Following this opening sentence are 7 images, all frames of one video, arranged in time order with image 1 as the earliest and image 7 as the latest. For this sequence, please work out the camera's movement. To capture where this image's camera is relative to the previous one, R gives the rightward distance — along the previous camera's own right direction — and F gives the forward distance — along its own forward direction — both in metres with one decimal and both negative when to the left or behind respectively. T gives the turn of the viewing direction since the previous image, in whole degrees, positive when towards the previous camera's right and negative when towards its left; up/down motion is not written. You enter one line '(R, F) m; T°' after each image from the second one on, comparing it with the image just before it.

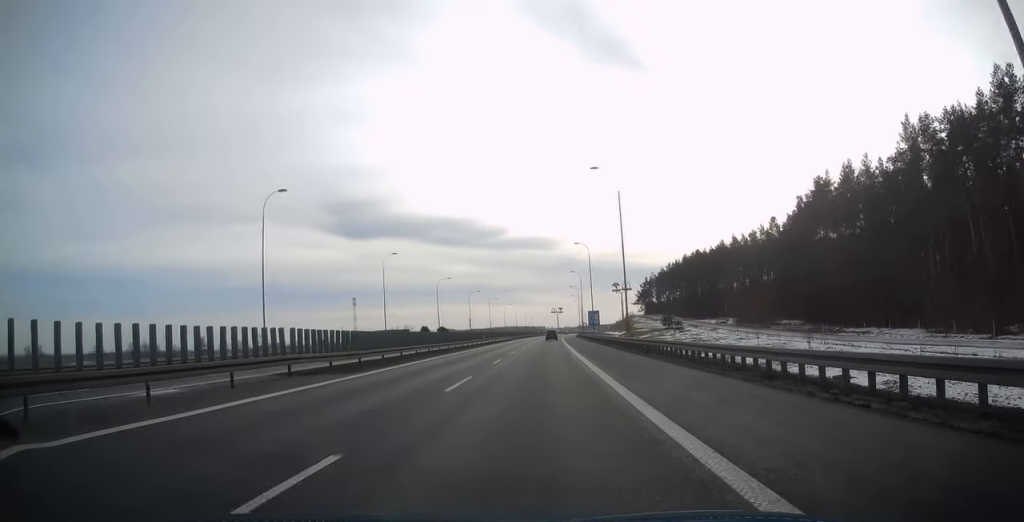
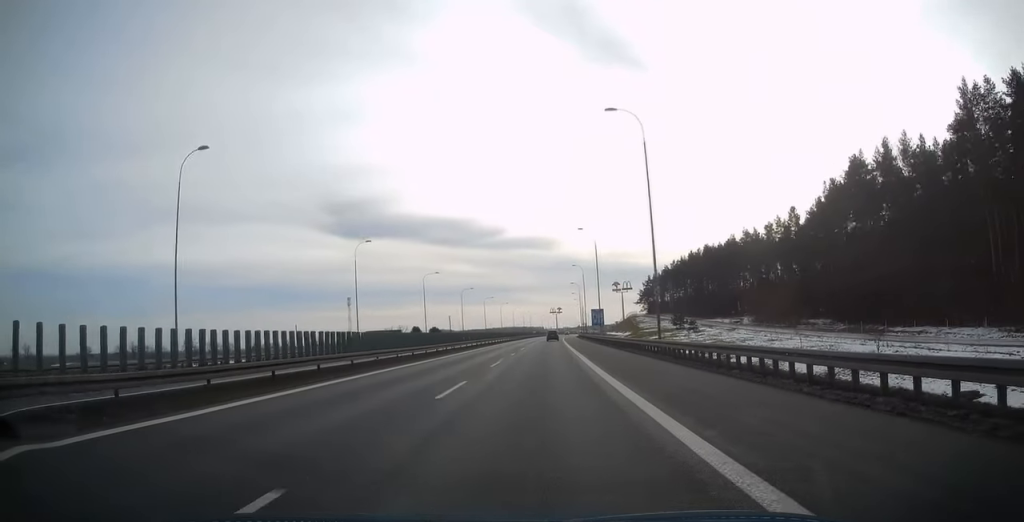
(0.0, +13.3) m; 0°
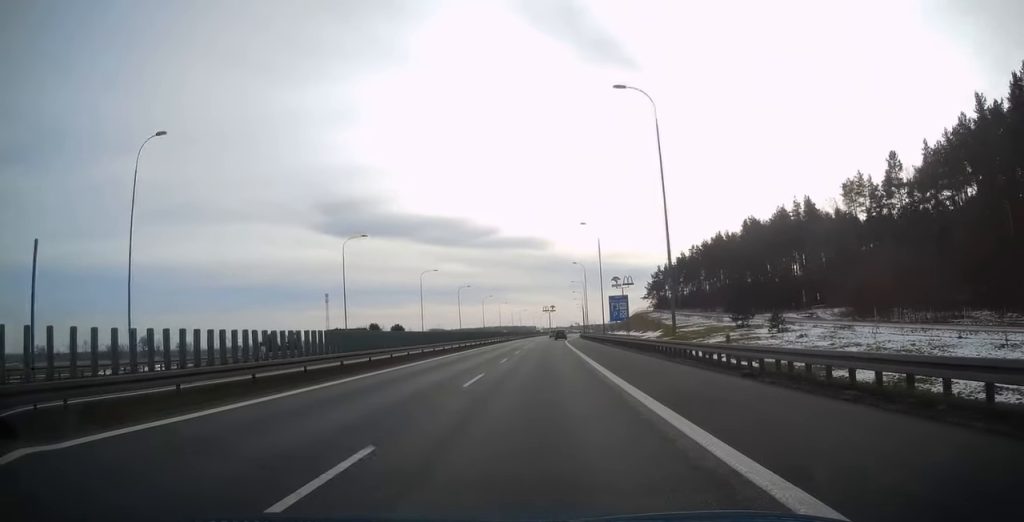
(+0.2, +45.5) m; +1°
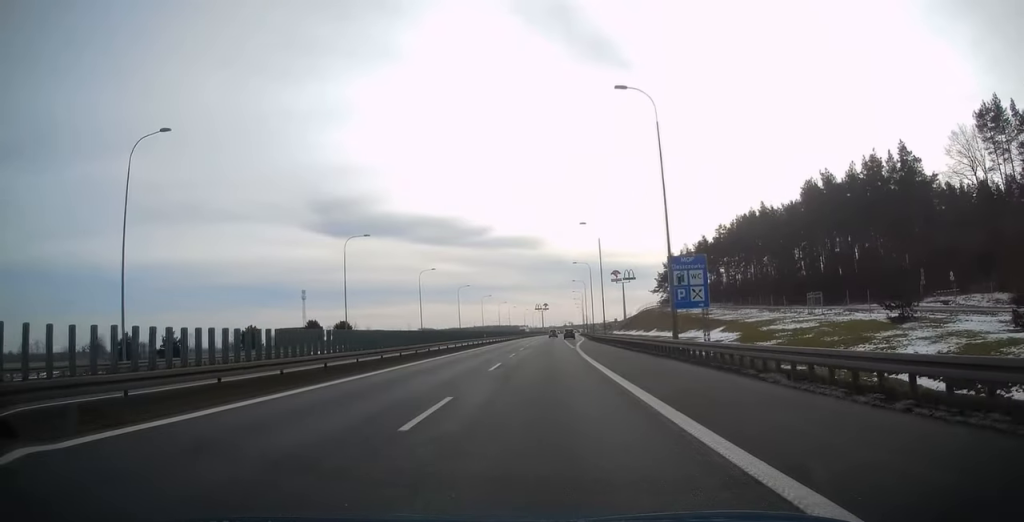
(+0.2, +42.0) m; 0°
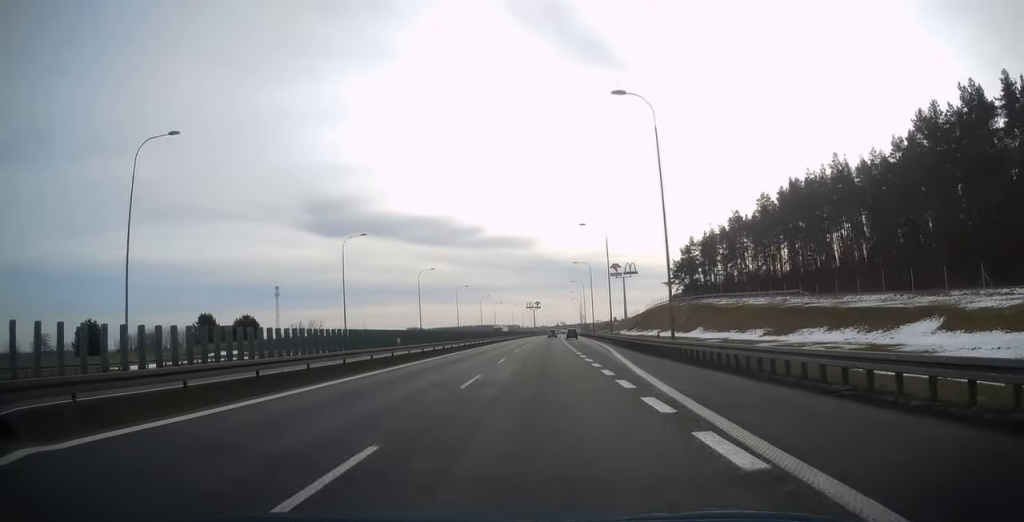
(+0.3, +41.5) m; +1°
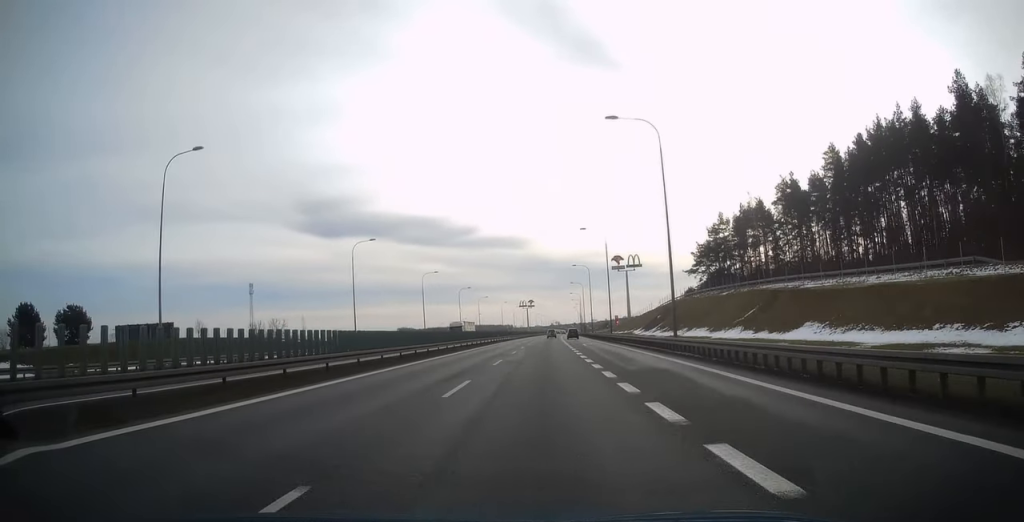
(+0.1, +37.9) m; 0°
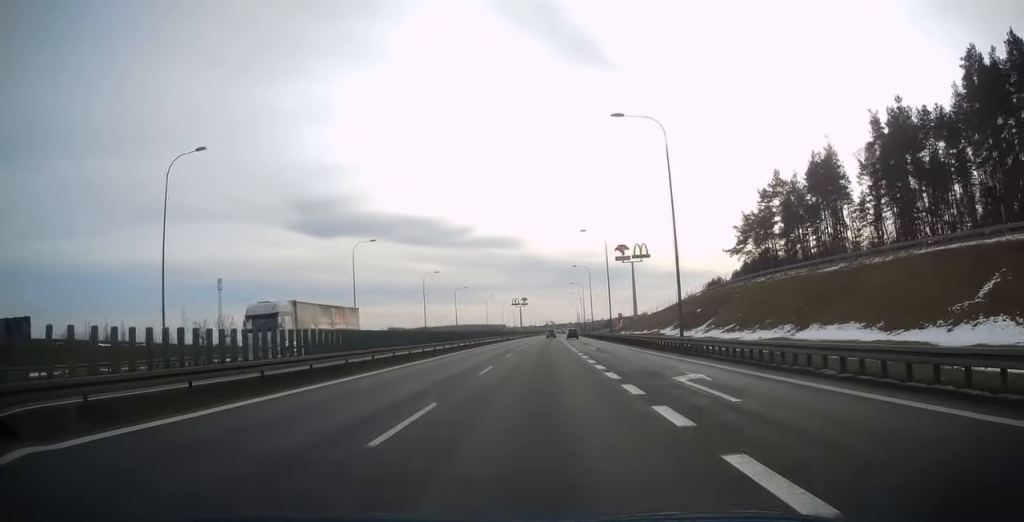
(+0.2, +41.5) m; +1°
